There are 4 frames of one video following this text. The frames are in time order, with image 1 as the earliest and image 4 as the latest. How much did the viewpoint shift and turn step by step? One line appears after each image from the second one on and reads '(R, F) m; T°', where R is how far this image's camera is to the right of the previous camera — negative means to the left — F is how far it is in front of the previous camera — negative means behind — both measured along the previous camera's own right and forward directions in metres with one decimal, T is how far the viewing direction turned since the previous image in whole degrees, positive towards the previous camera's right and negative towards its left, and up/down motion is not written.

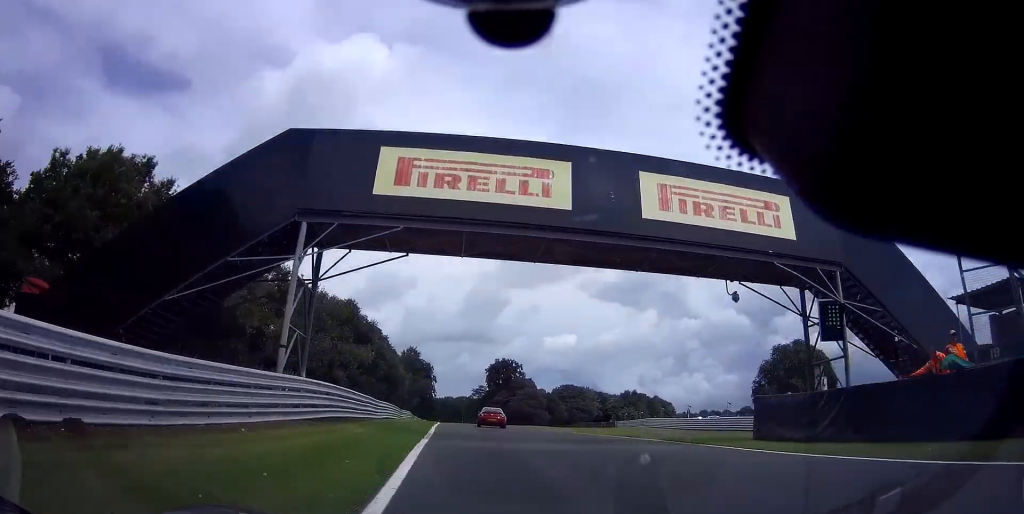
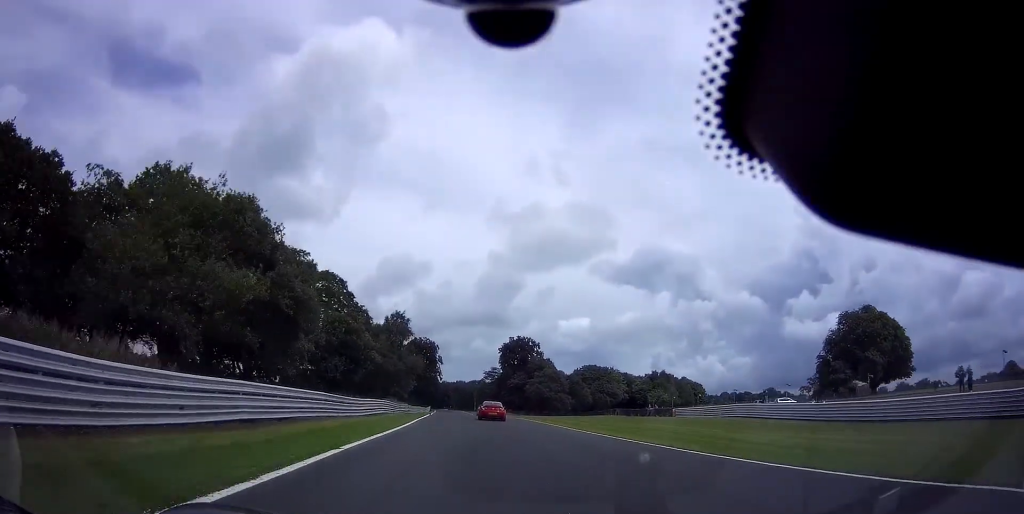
(-0.6, +22.4) m; -2°
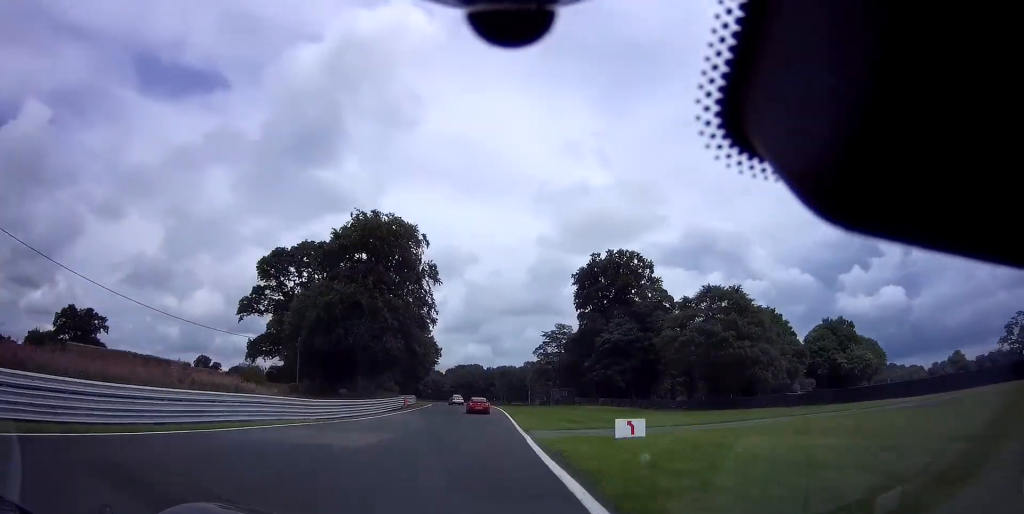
(-4.9, +92.8) m; -6°
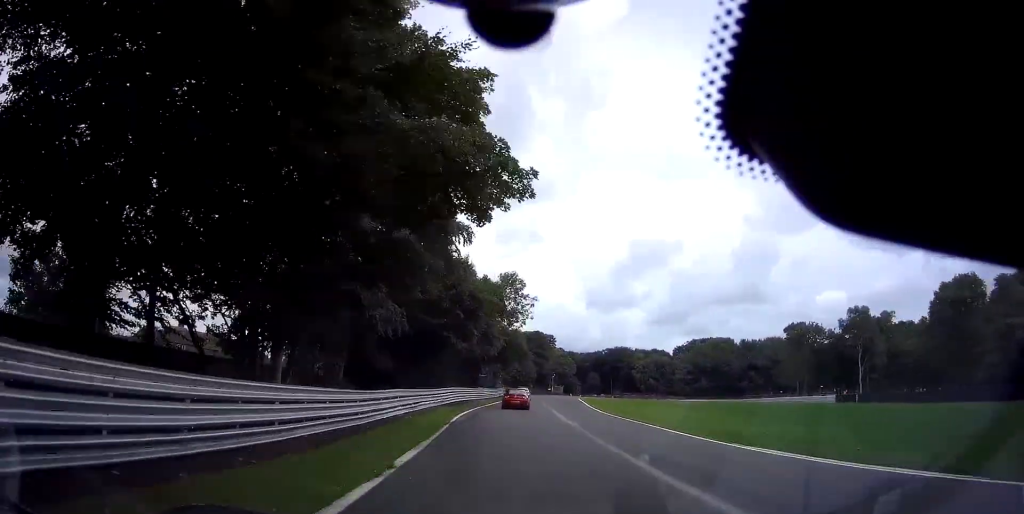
(-23.3, +131.5) m; -20°
